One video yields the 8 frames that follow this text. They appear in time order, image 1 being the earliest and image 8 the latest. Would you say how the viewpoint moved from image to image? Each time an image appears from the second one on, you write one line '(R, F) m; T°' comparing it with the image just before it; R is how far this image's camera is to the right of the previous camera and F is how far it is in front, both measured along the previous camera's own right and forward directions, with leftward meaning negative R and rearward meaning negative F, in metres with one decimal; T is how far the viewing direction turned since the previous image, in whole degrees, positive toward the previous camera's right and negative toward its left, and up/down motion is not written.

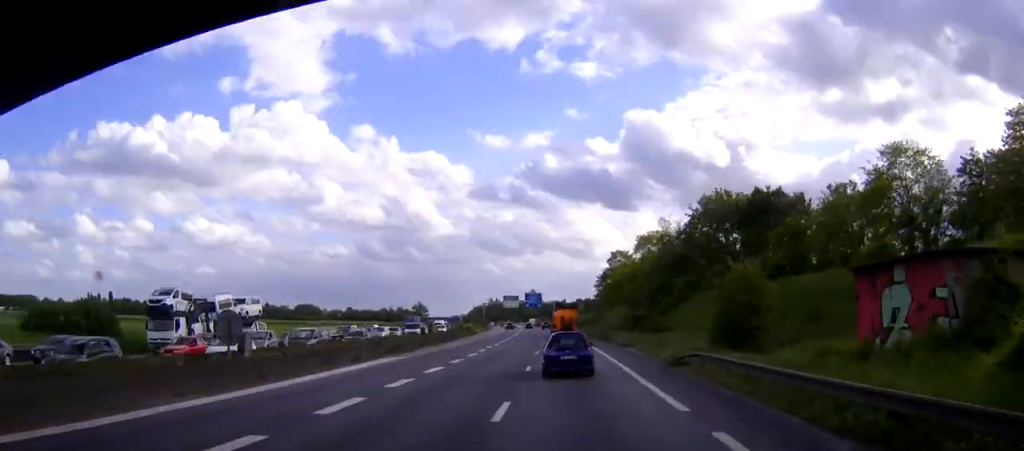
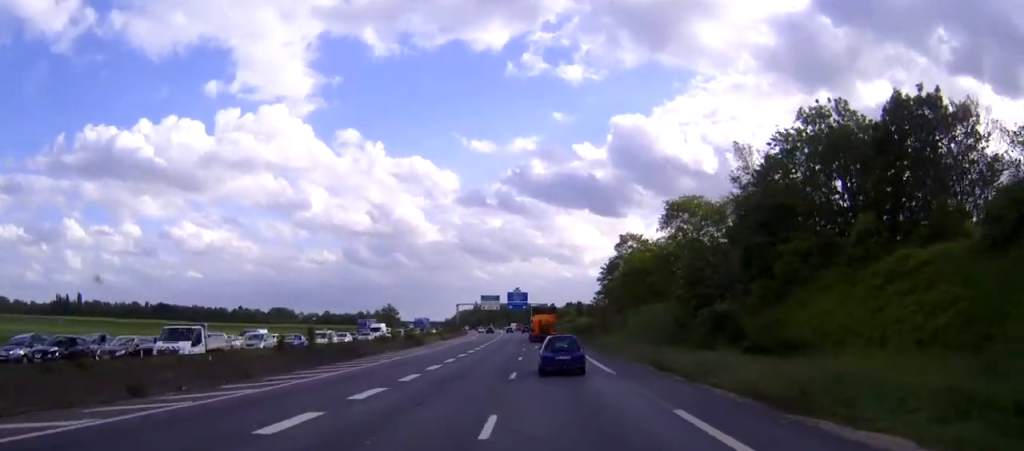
(-0.1, +41.4) m; 0°
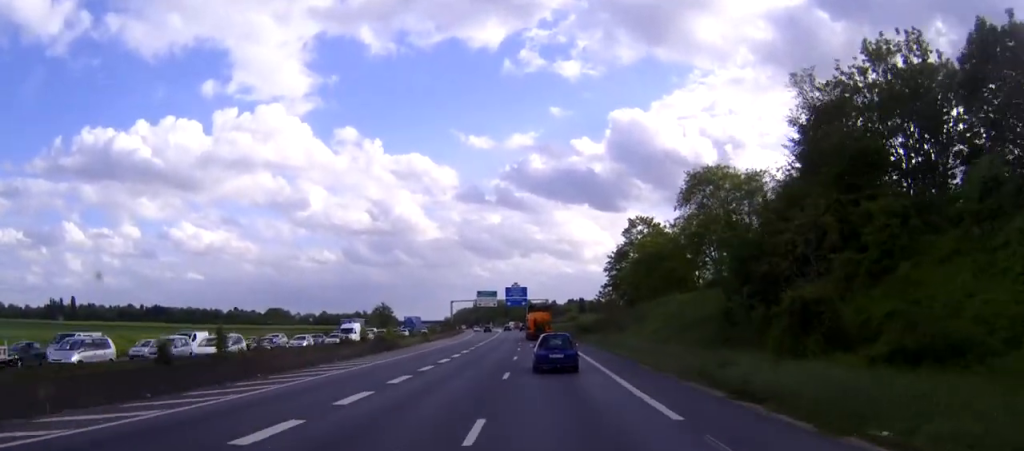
(0.0, +13.6) m; 0°
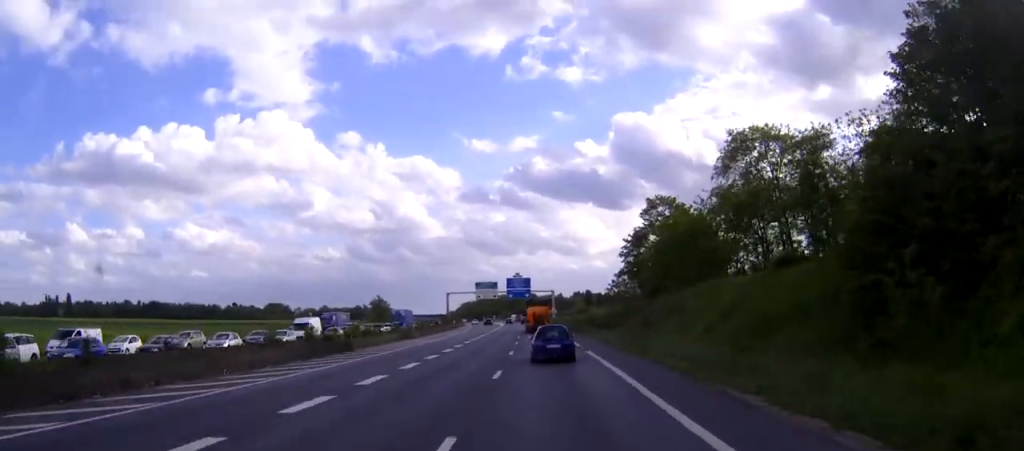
(0.0, +16.6) m; 0°
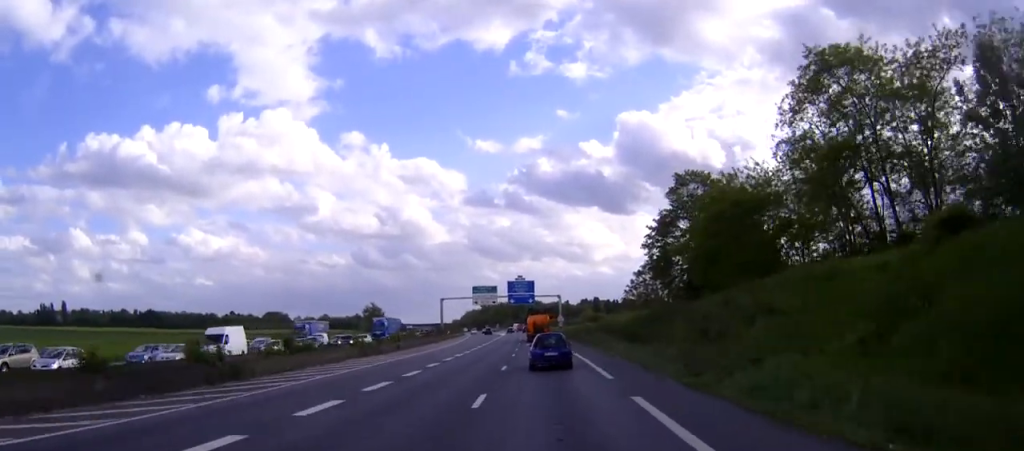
(-0.1, +18.1) m; 0°
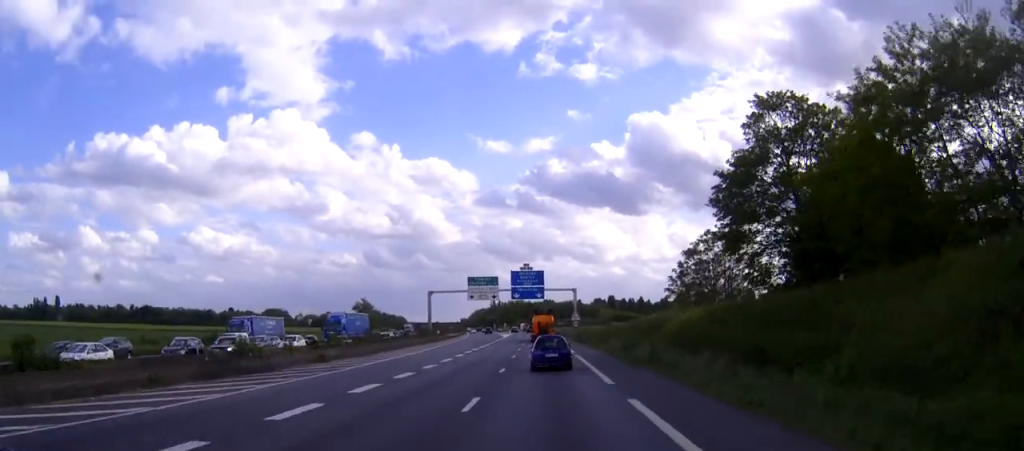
(-0.1, +27.2) m; -1°
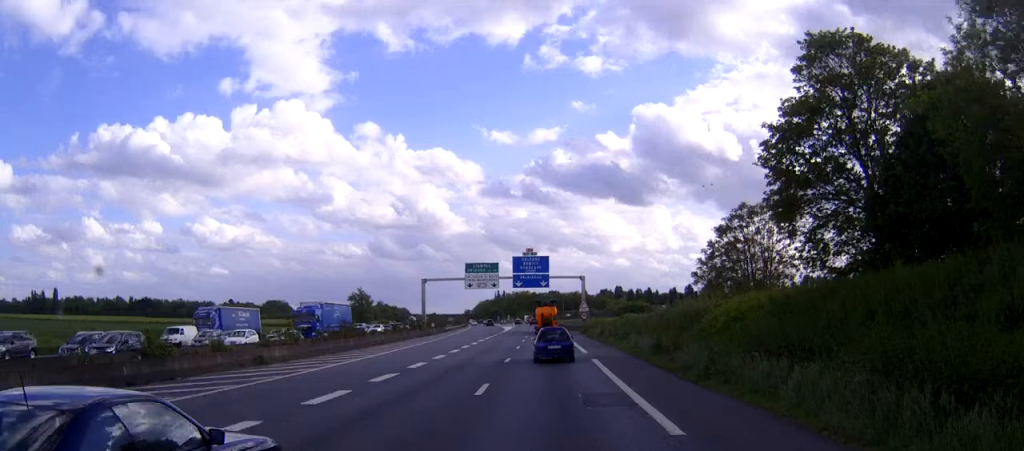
(0.0, +10.7) m; 0°
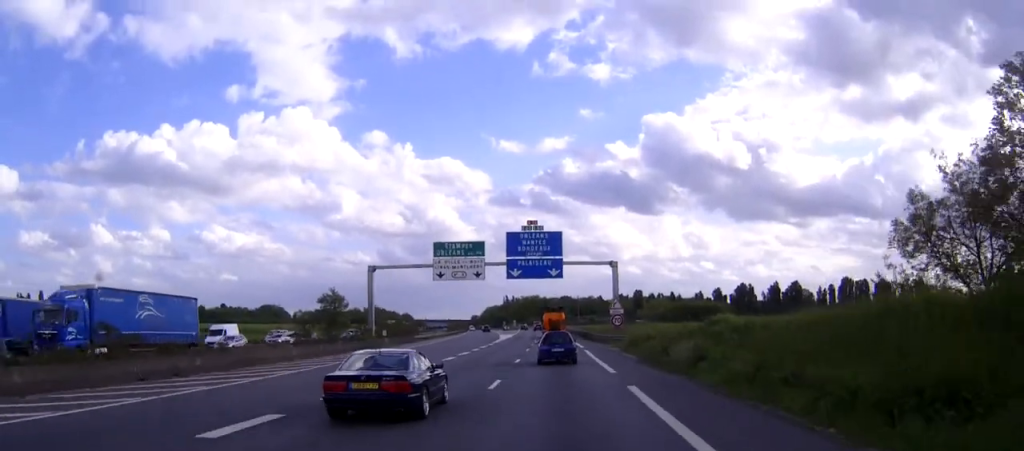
(-0.2, +38.3) m; -1°
